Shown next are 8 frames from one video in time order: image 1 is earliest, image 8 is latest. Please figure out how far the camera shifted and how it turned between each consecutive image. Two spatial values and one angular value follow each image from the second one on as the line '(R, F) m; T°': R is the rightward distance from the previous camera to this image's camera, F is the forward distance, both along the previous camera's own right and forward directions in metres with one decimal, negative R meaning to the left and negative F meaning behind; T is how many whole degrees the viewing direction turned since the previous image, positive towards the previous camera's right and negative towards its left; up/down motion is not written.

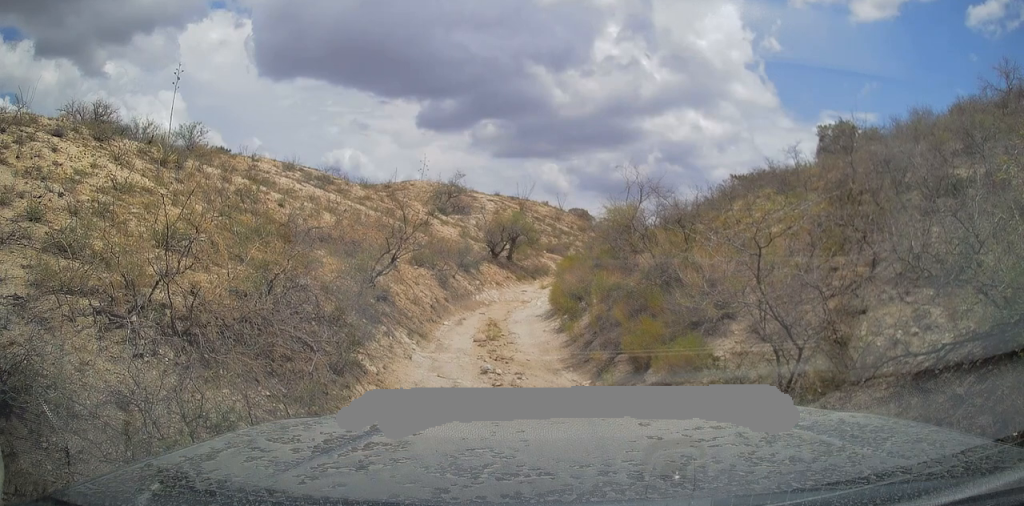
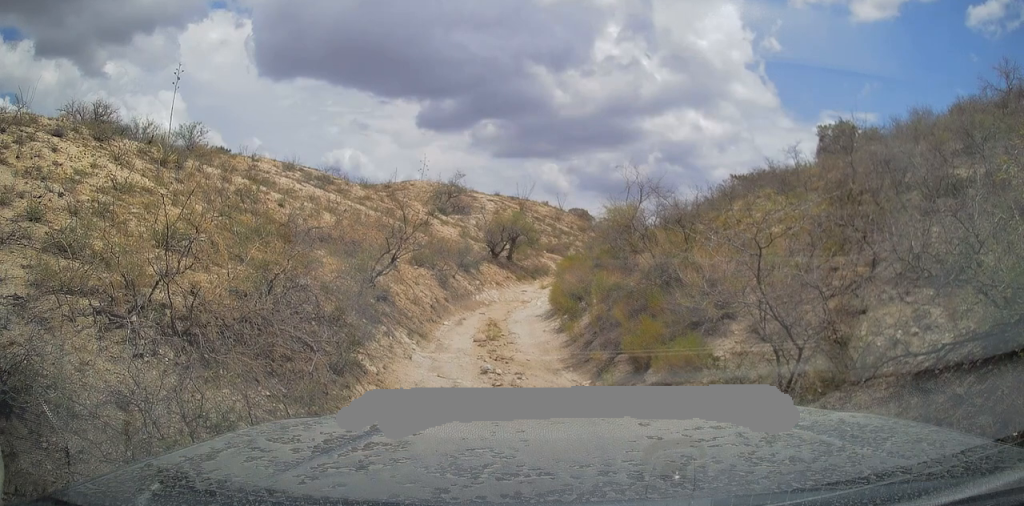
(0.0, 0.0) m; 0°
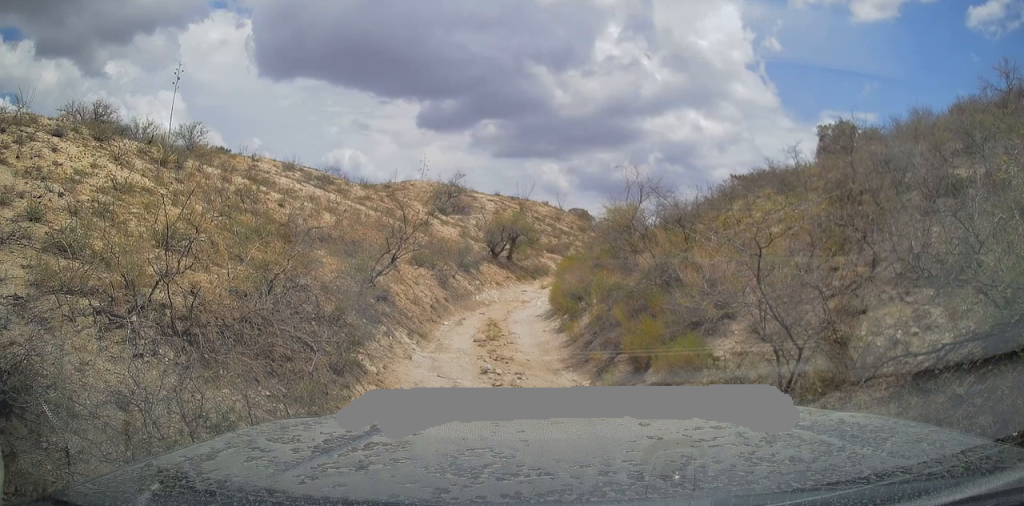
(+0.1, +0.3) m; 0°
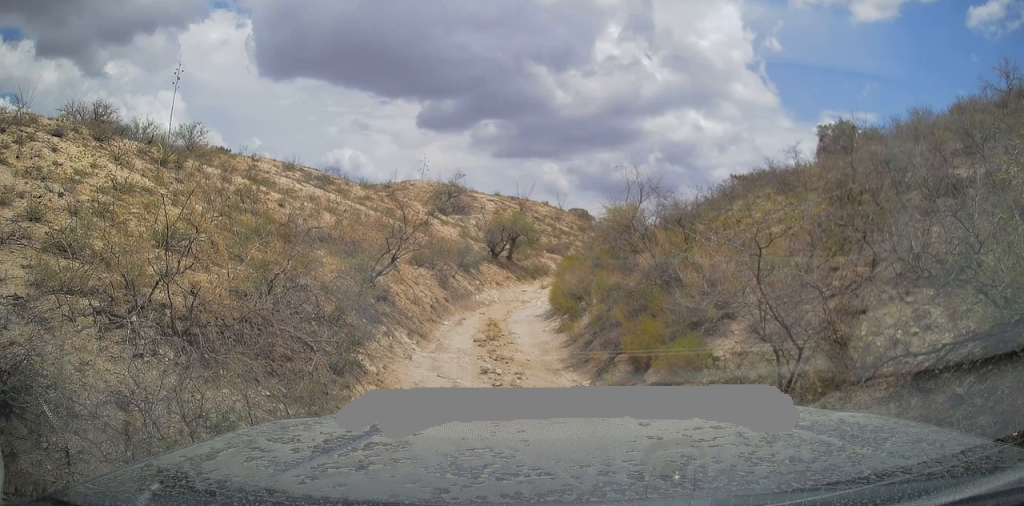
(+0.1, +0.3) m; 0°
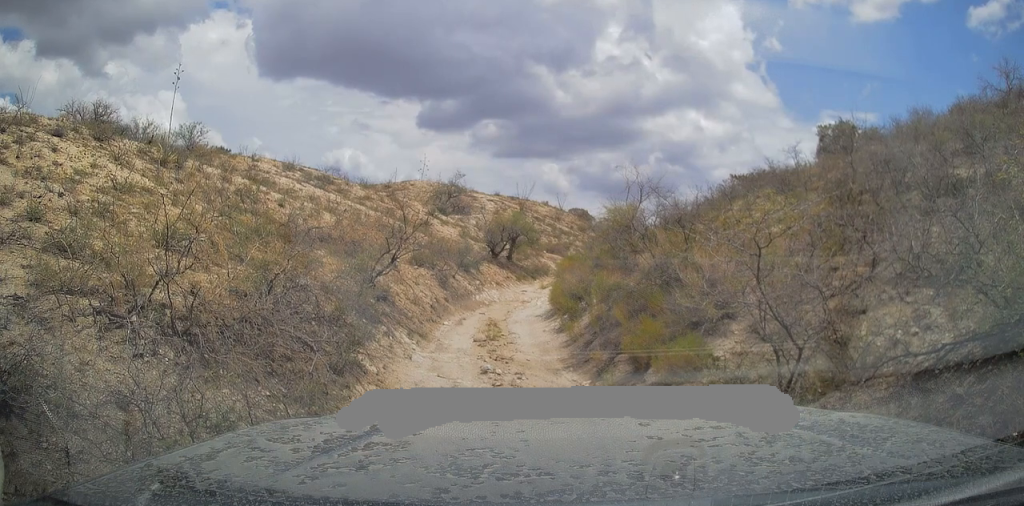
(0.0, +0.3) m; 0°
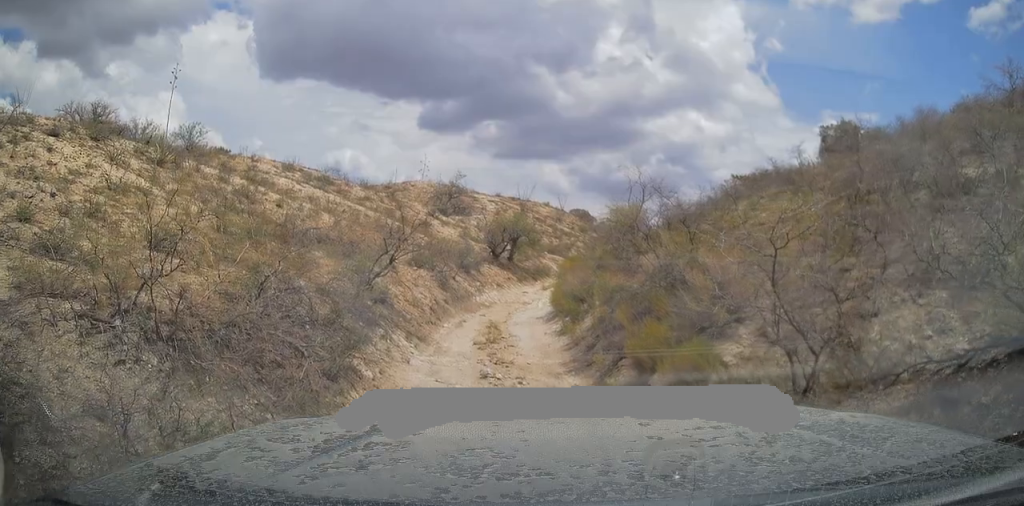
(0.0, +0.3) m; 0°
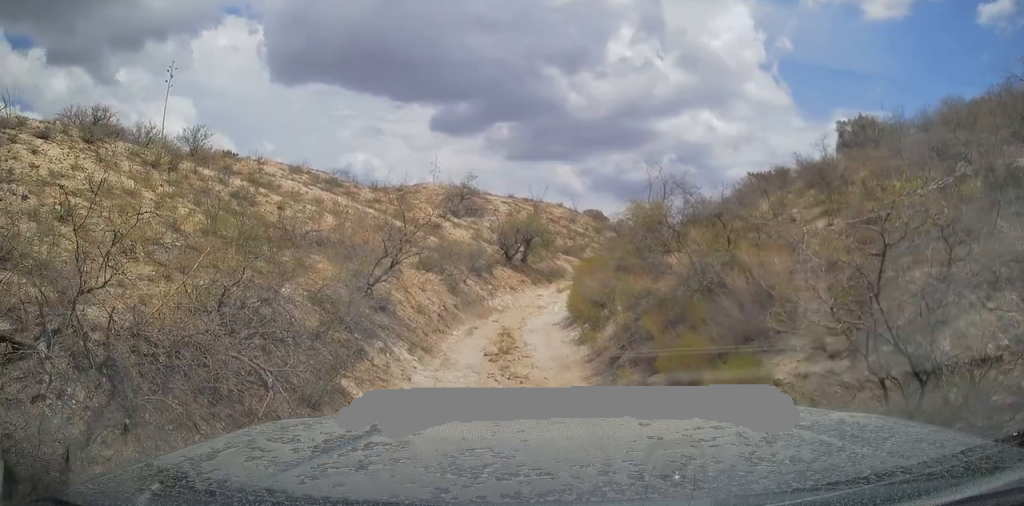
(0.0, +0.4) m; 0°
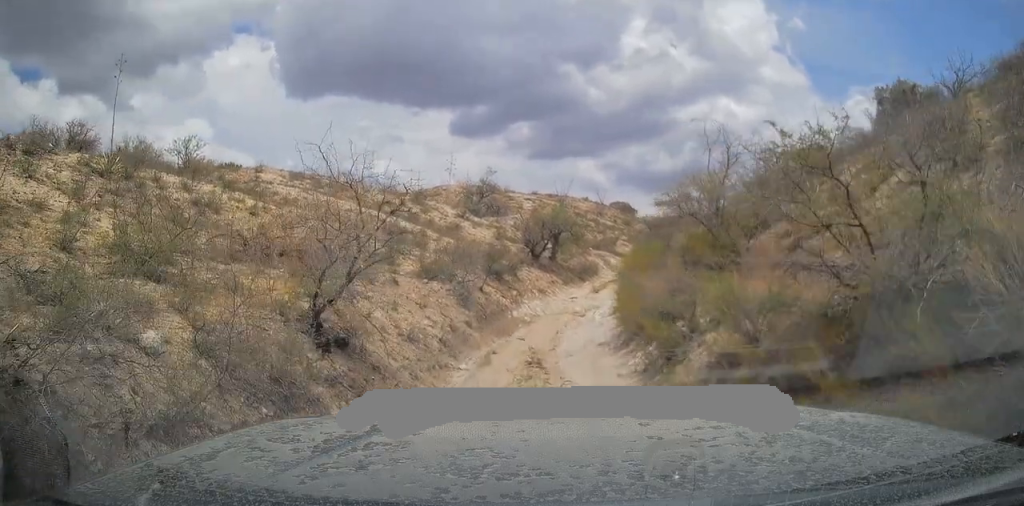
(+0.4, +2.6) m; +8°
